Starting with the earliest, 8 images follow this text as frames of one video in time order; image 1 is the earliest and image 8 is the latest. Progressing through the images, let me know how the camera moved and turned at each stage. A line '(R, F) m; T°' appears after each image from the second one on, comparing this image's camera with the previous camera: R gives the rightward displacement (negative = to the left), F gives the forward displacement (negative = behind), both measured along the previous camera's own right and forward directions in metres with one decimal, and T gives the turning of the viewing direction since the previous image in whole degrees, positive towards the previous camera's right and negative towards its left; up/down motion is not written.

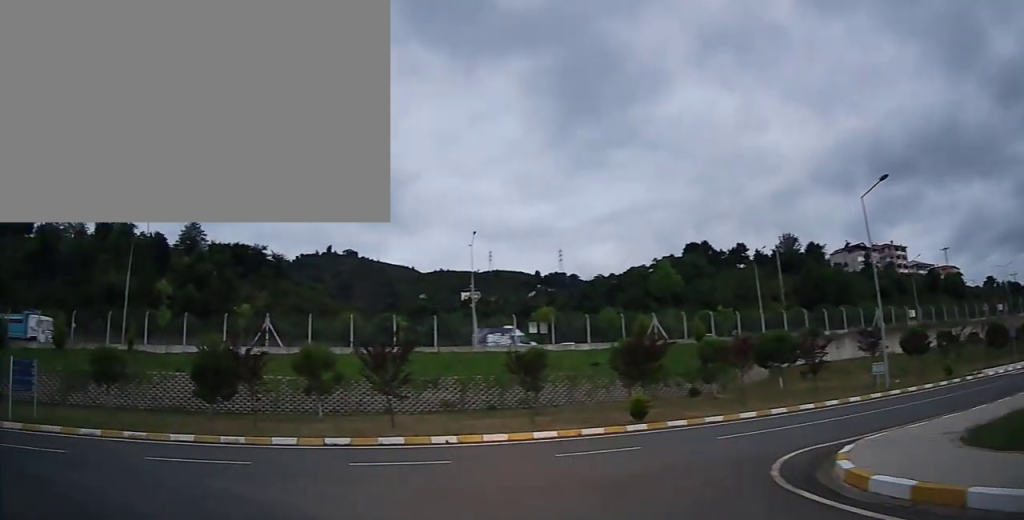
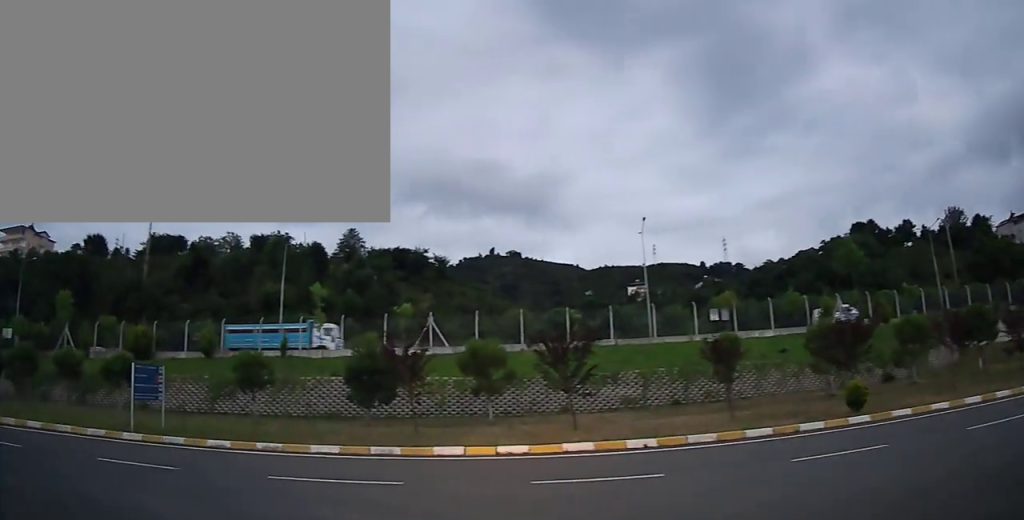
(-0.3, +2.7) m; -18°
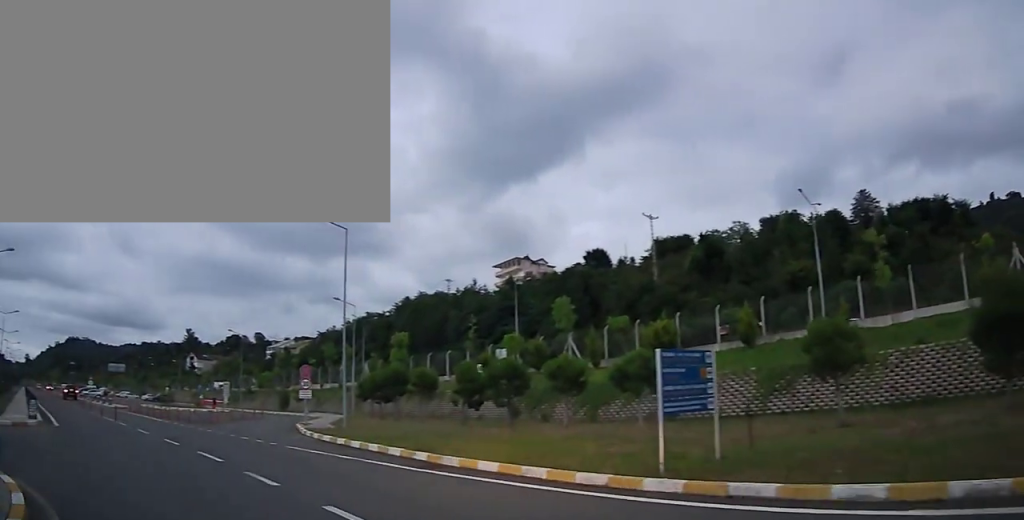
(-3.9, +7.9) m; -45°
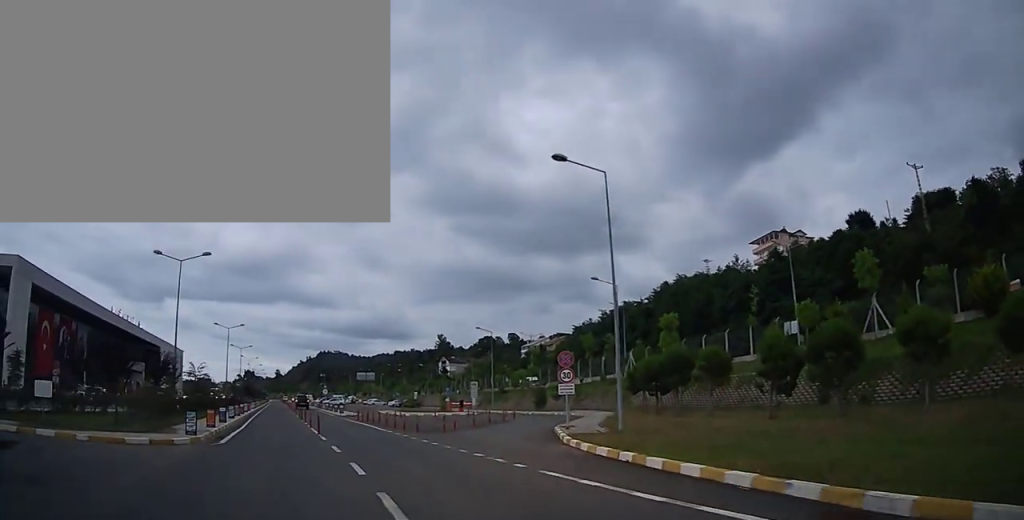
(-1.2, +7.1) m; -15°
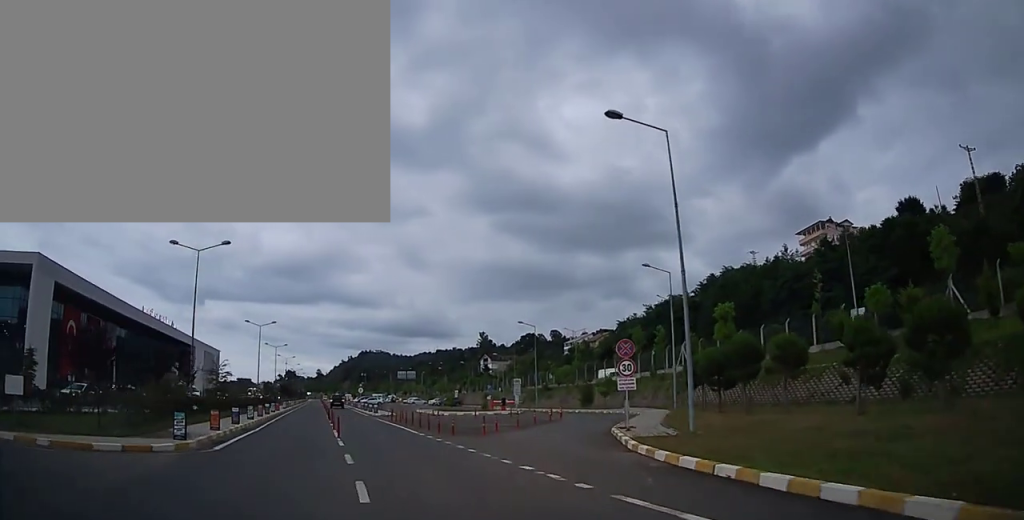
(-0.1, +3.2) m; -3°
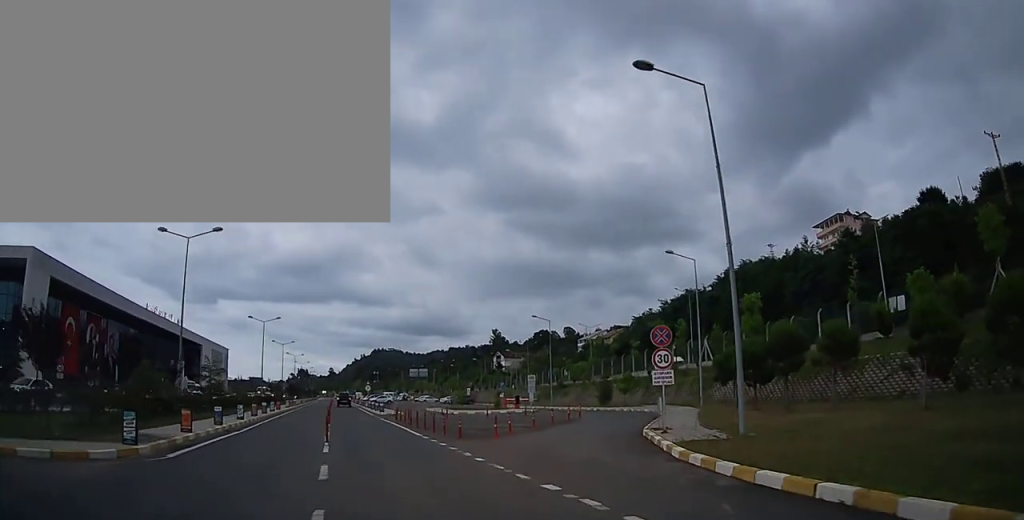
(-0.2, +2.9) m; +1°
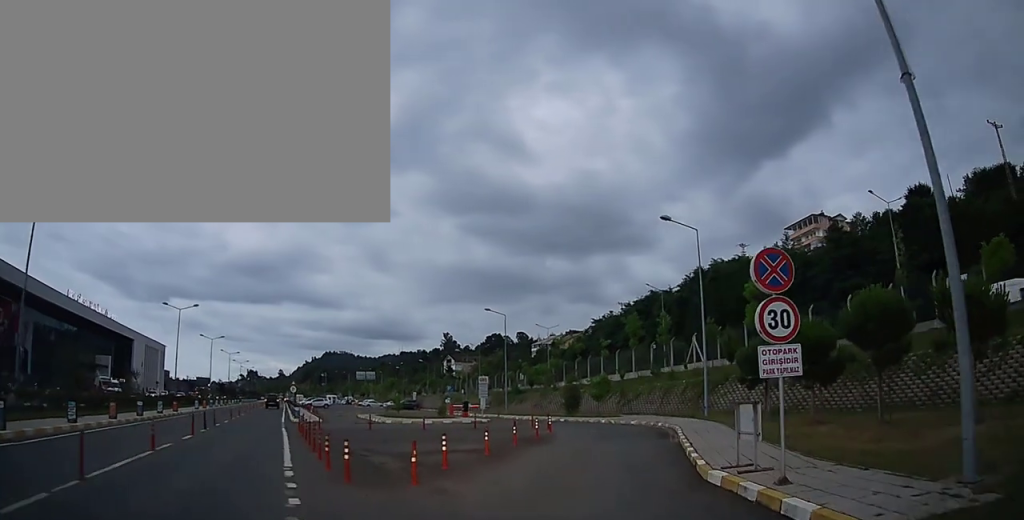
(+0.8, +9.7) m; +8°
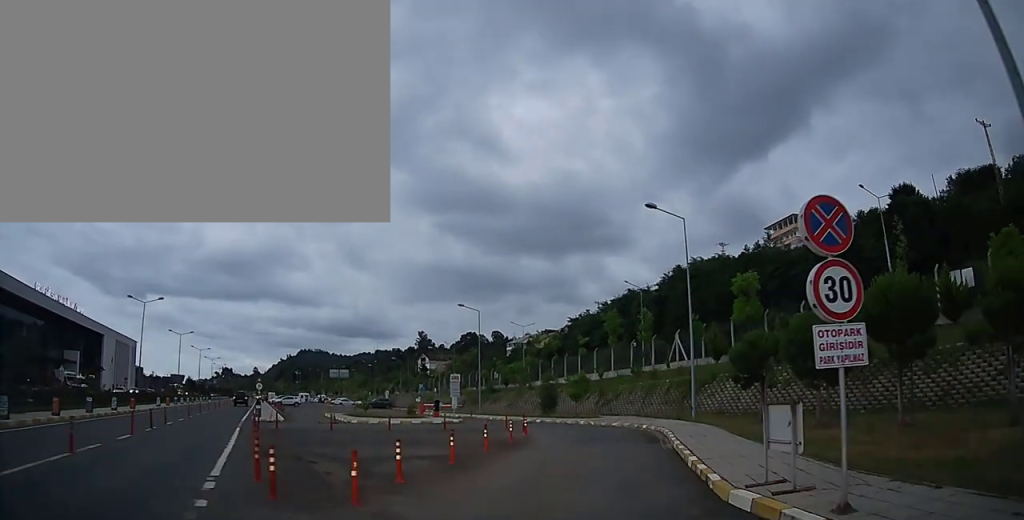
(0.0, +2.2) m; +1°
